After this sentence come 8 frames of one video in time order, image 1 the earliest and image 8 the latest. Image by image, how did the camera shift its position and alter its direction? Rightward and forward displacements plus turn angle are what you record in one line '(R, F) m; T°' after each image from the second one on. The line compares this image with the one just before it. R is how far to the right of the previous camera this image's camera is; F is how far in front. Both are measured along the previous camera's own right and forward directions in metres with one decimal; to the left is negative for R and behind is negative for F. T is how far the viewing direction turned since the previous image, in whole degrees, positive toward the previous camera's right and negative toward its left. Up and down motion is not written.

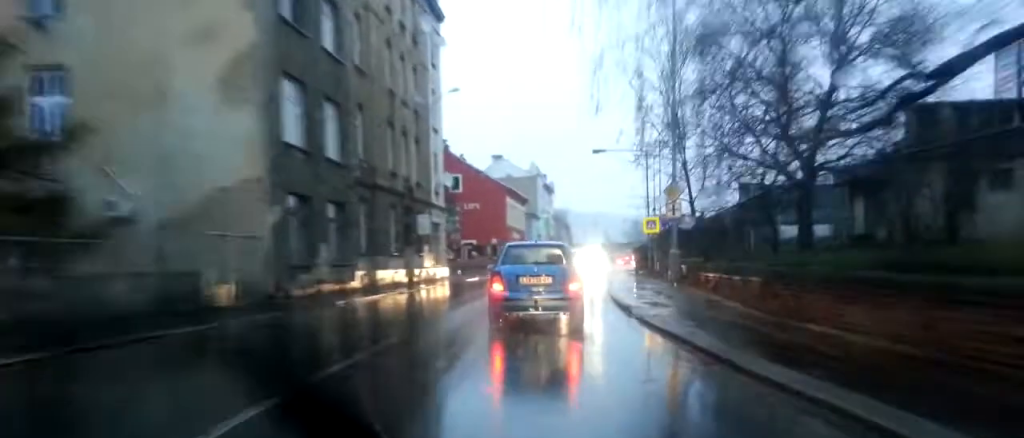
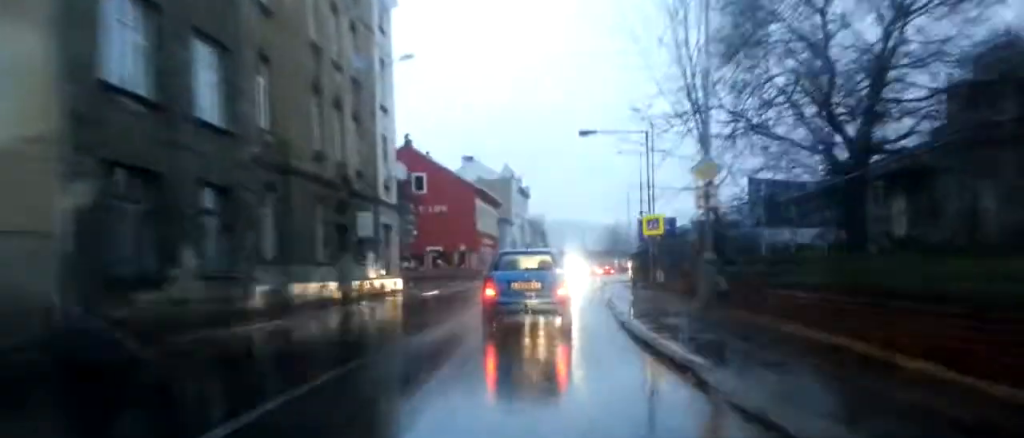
(+0.1, +8.2) m; +3°
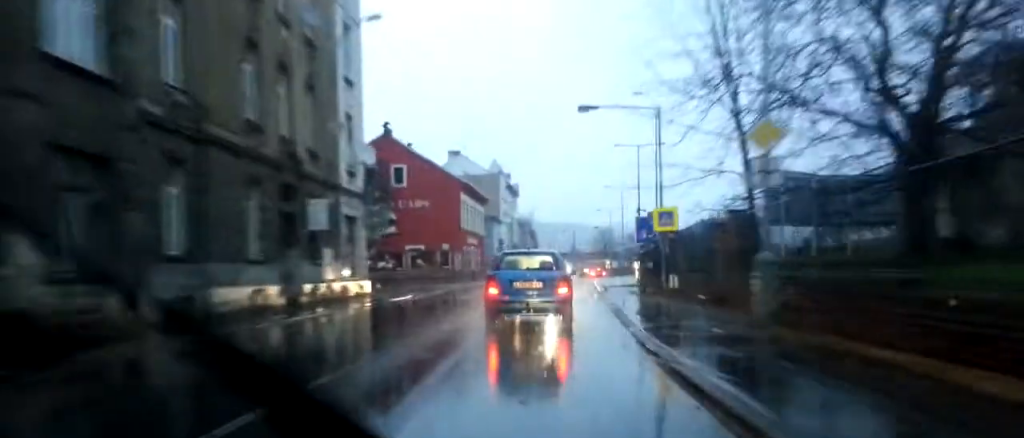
(0.0, +5.0) m; +2°
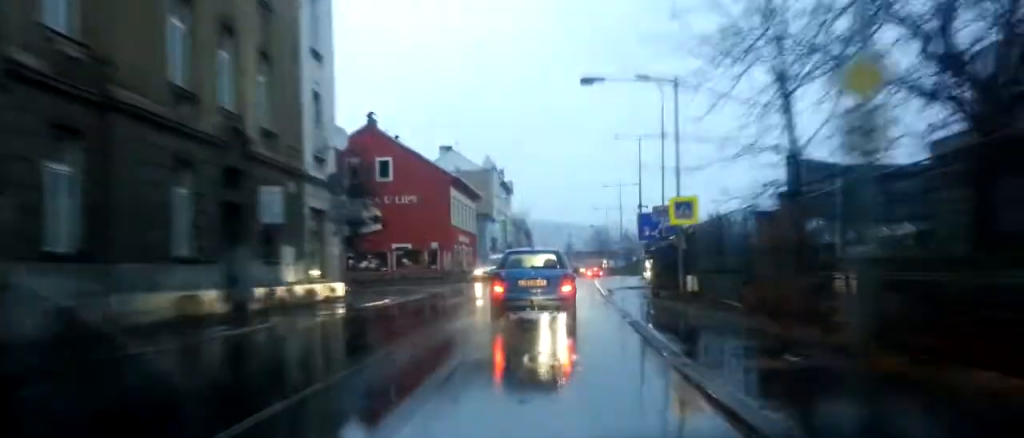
(+0.1, +3.7) m; +1°
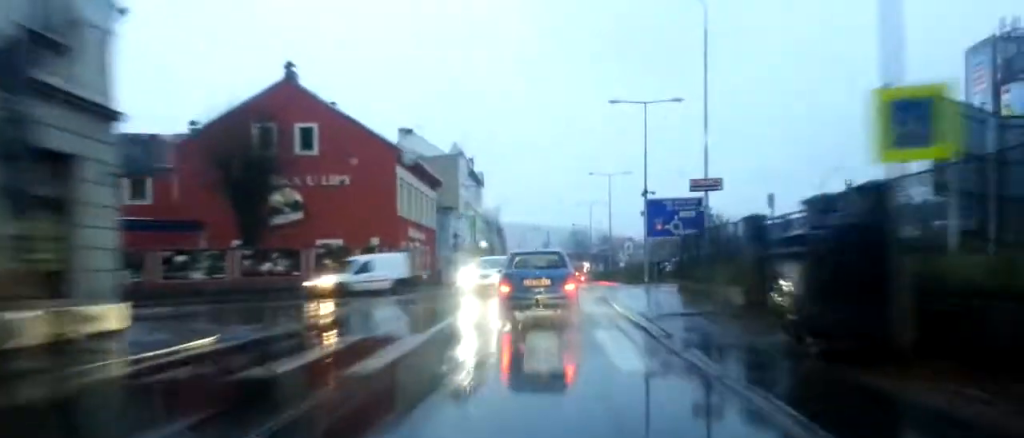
(+0.4, +13.5) m; +3°
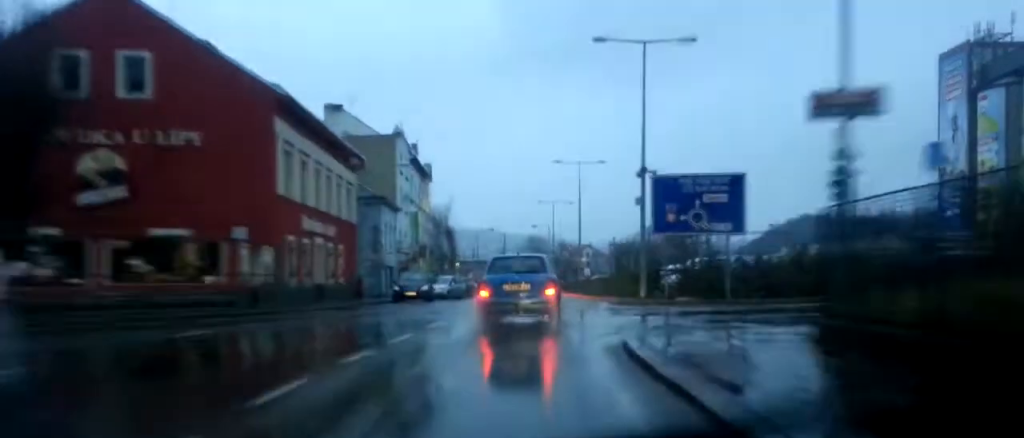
(+1.1, +13.8) m; +11°
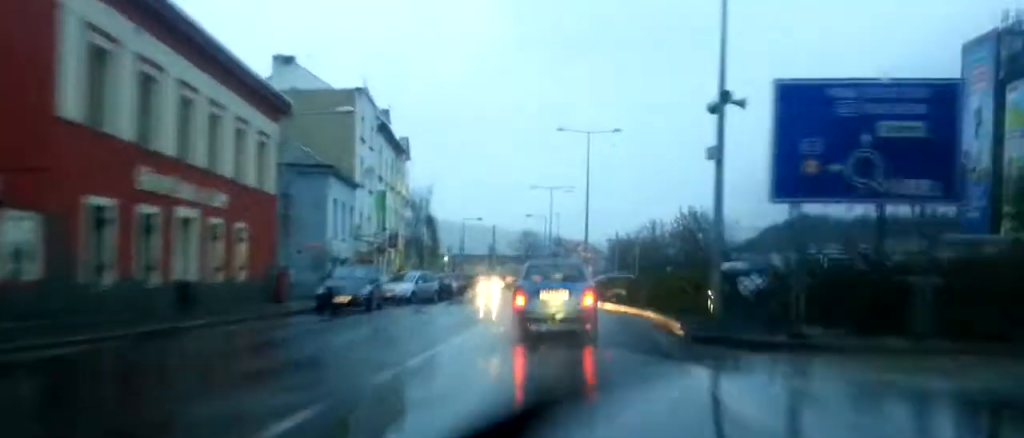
(+0.9, +13.7) m; +1°
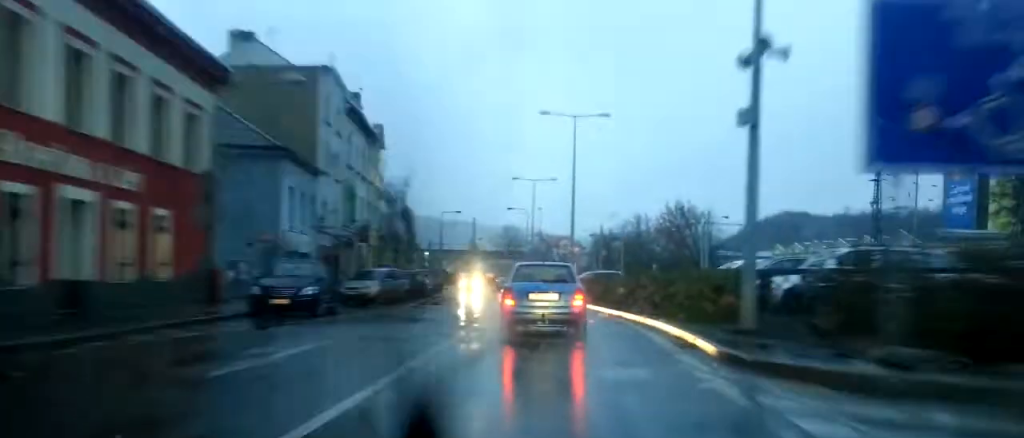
(0.0, +4.6) m; -1°
